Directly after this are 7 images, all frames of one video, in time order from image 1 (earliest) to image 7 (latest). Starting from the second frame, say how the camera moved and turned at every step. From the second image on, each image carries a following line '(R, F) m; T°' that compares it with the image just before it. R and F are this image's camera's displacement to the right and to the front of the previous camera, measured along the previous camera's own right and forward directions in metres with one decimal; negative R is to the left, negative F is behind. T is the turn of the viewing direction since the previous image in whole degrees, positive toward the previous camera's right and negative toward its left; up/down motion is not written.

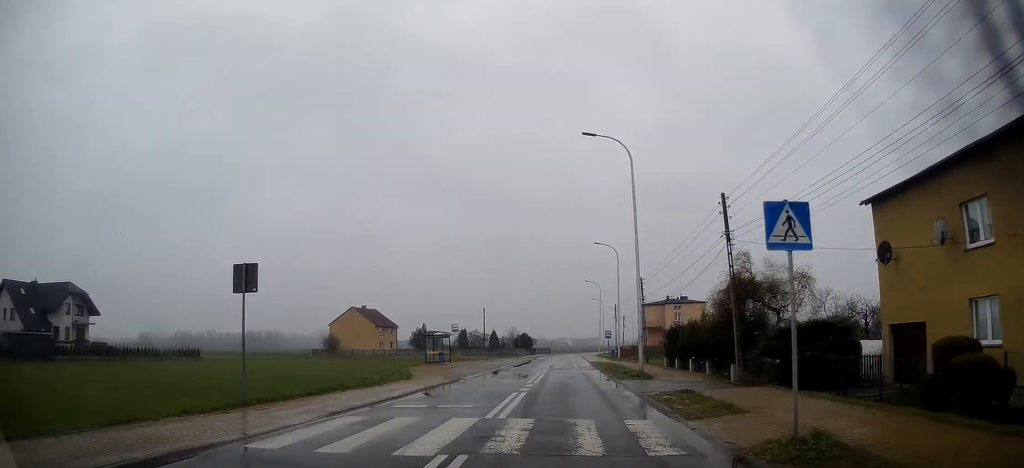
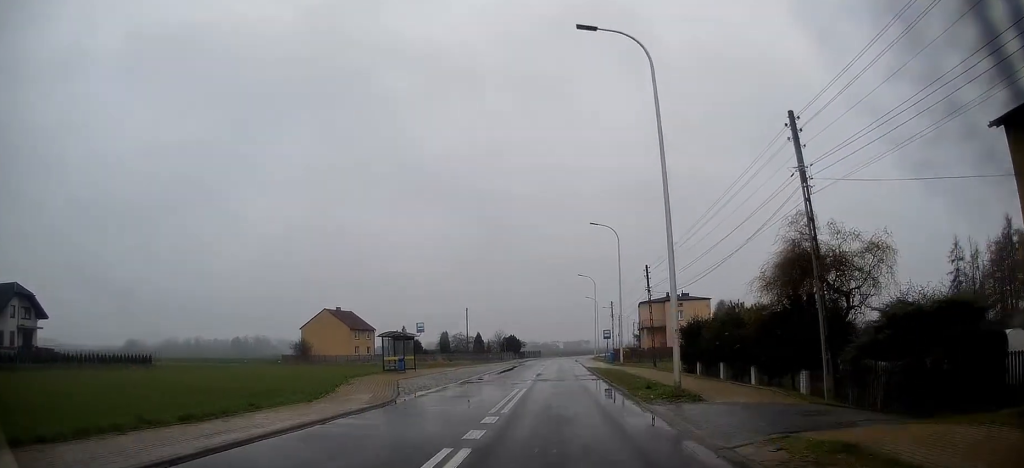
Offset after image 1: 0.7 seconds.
(+0.1, +9.5) m; 0°
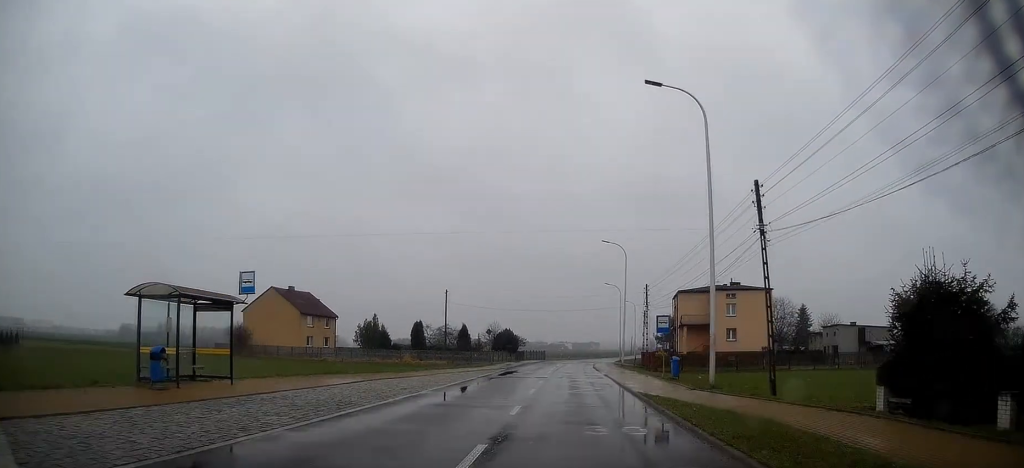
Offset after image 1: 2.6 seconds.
(-0.1, +24.8) m; 0°
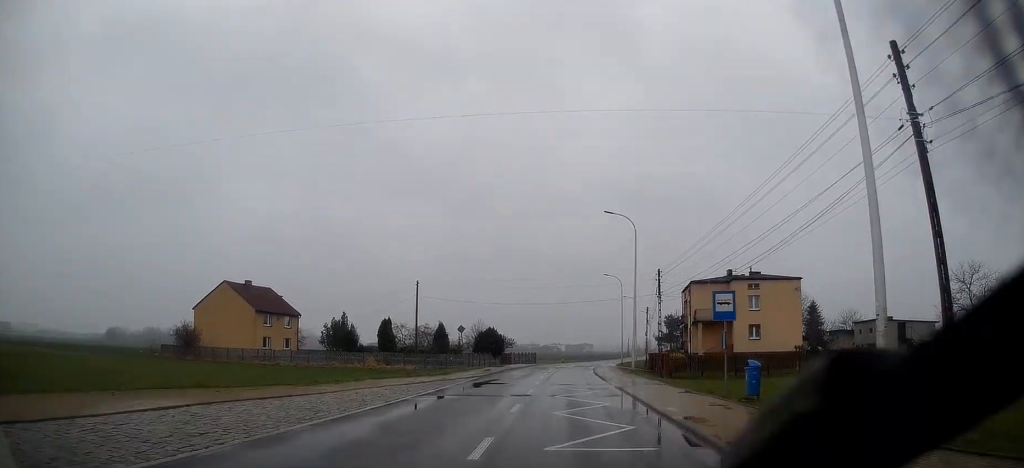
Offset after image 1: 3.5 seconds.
(+0.1, +11.3) m; +1°
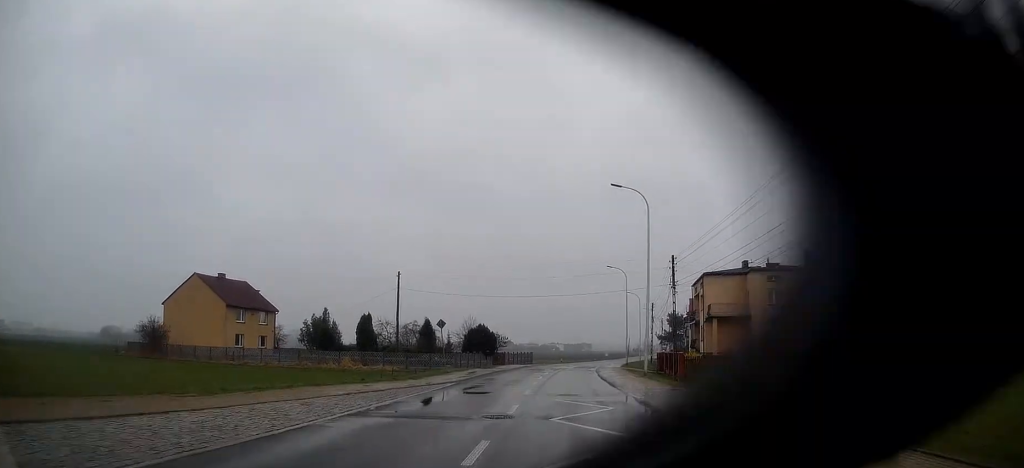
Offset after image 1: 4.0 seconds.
(0.0, +6.5) m; 0°
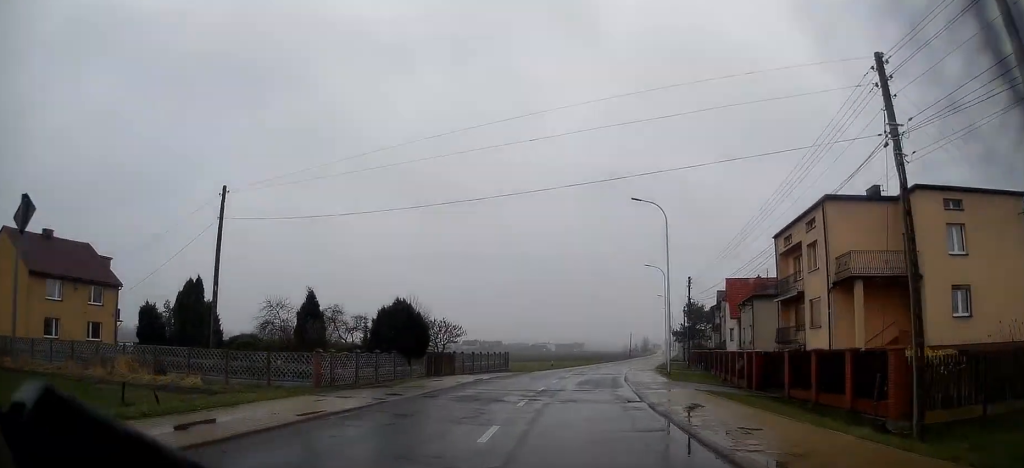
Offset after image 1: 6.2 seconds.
(0.0, +28.4) m; +1°
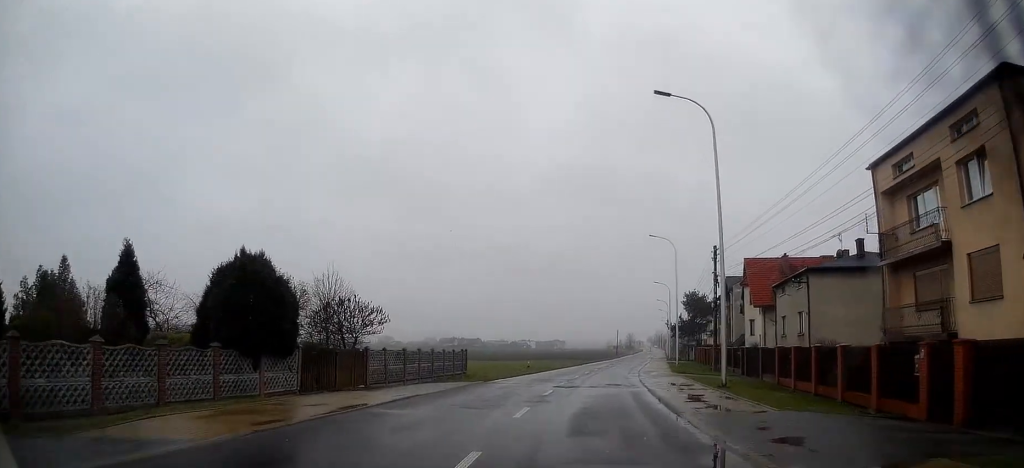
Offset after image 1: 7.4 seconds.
(+0.1, +15.1) m; +2°
